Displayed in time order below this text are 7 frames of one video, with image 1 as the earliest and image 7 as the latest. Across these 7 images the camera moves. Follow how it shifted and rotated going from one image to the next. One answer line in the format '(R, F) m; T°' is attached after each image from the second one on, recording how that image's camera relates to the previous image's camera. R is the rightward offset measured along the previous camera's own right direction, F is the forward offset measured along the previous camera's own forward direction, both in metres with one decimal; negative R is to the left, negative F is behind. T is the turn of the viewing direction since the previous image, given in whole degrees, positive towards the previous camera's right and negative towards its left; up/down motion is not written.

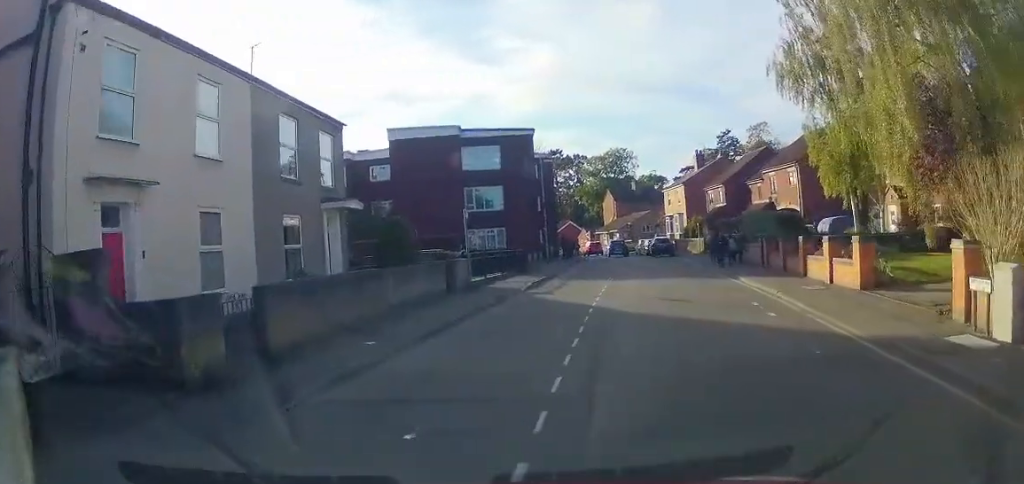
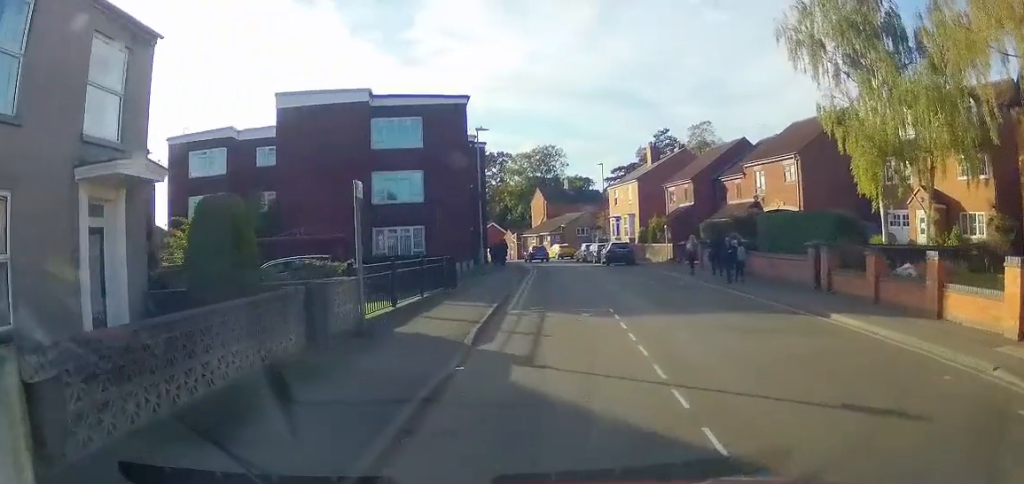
(0.0, +10.4) m; 0°
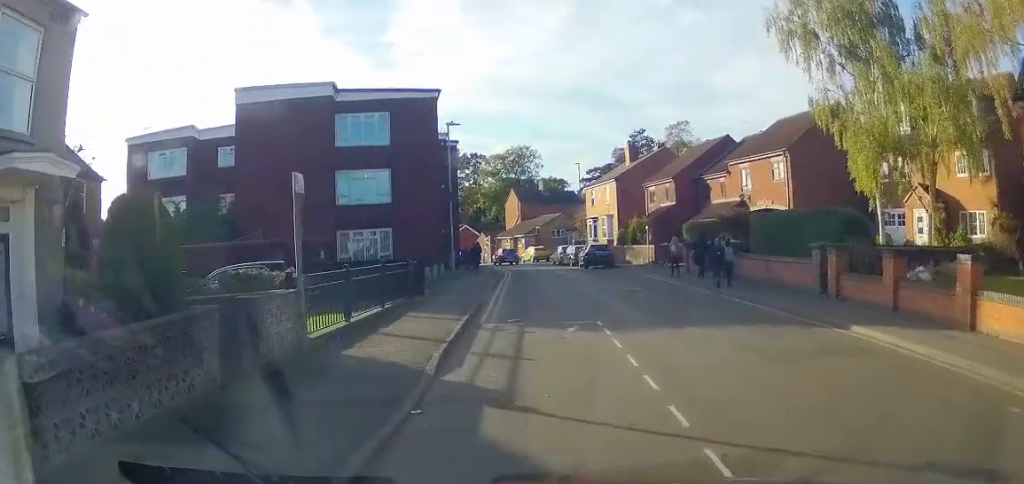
(0.0, +1.9) m; -1°
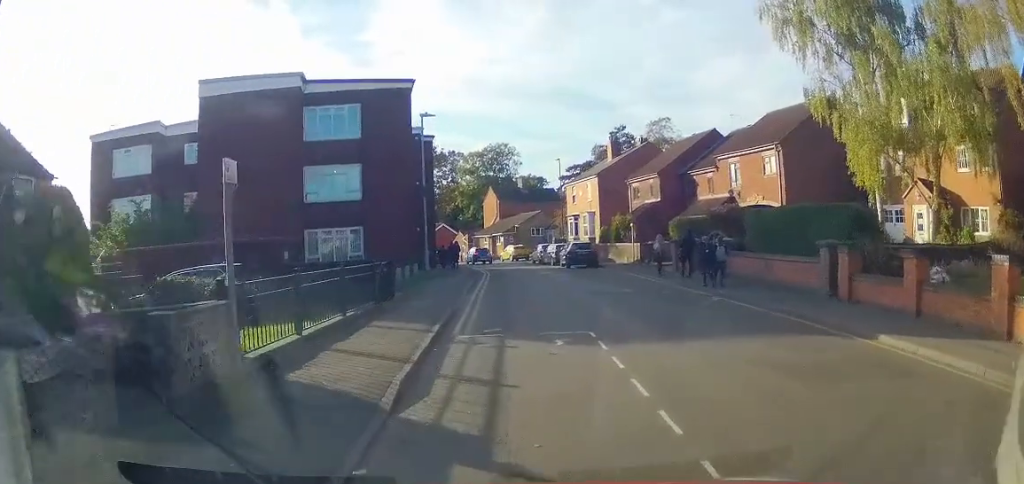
(0.0, +1.9) m; -1°
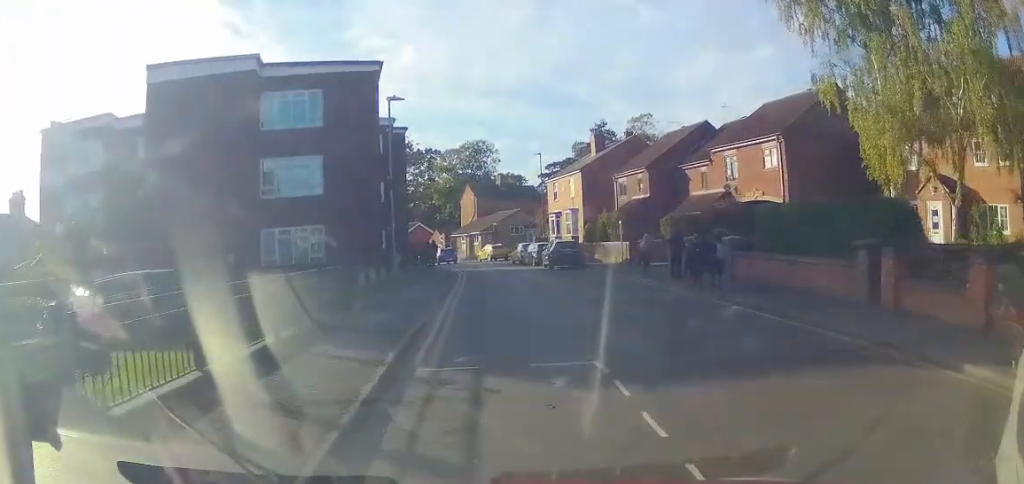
(-0.1, +3.3) m; -2°
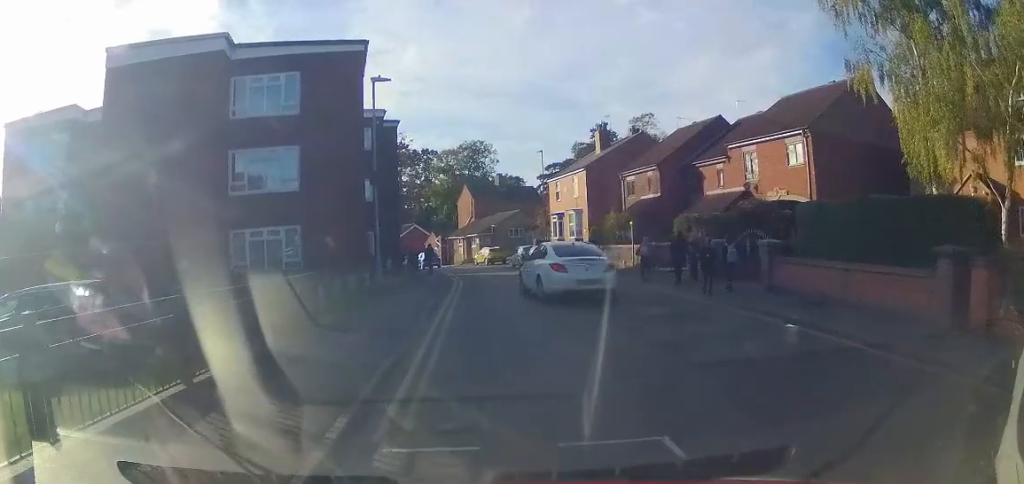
(0.0, +3.2) m; 0°
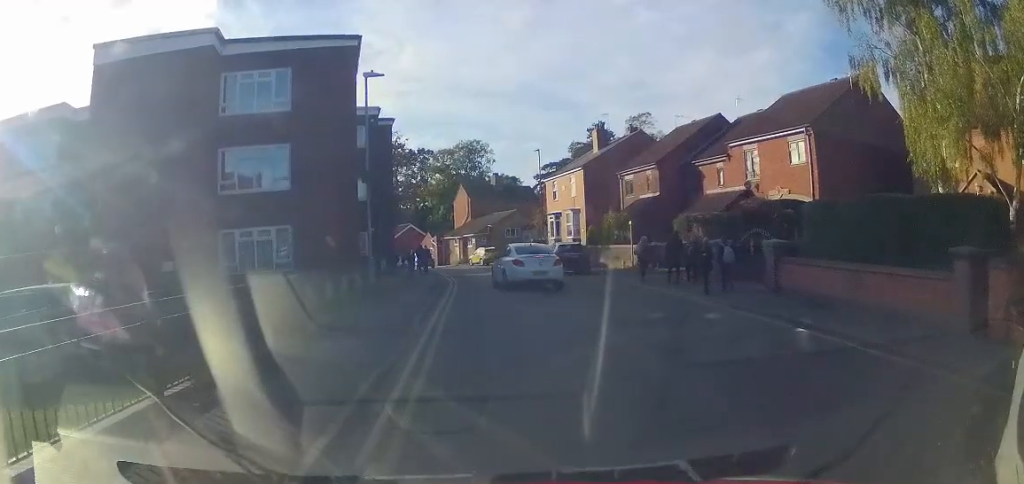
(0.0, +0.6) m; 0°
